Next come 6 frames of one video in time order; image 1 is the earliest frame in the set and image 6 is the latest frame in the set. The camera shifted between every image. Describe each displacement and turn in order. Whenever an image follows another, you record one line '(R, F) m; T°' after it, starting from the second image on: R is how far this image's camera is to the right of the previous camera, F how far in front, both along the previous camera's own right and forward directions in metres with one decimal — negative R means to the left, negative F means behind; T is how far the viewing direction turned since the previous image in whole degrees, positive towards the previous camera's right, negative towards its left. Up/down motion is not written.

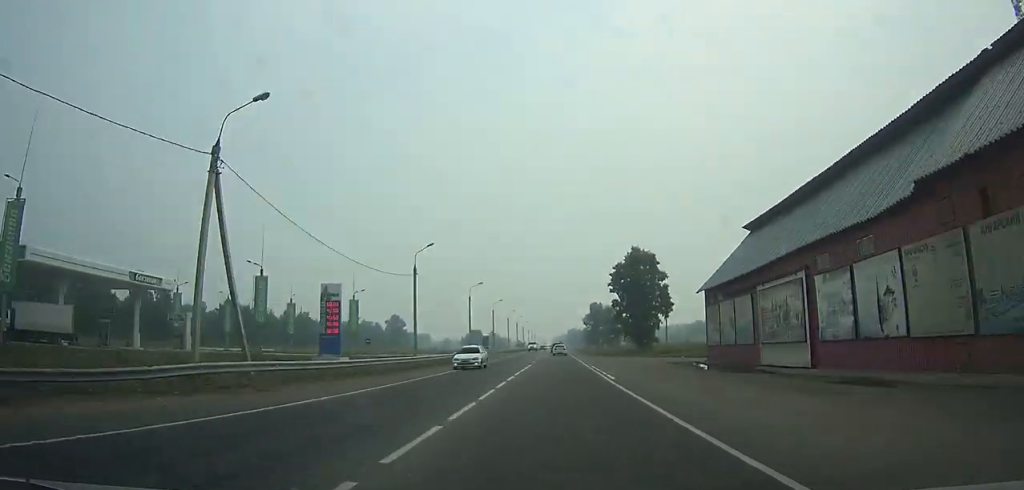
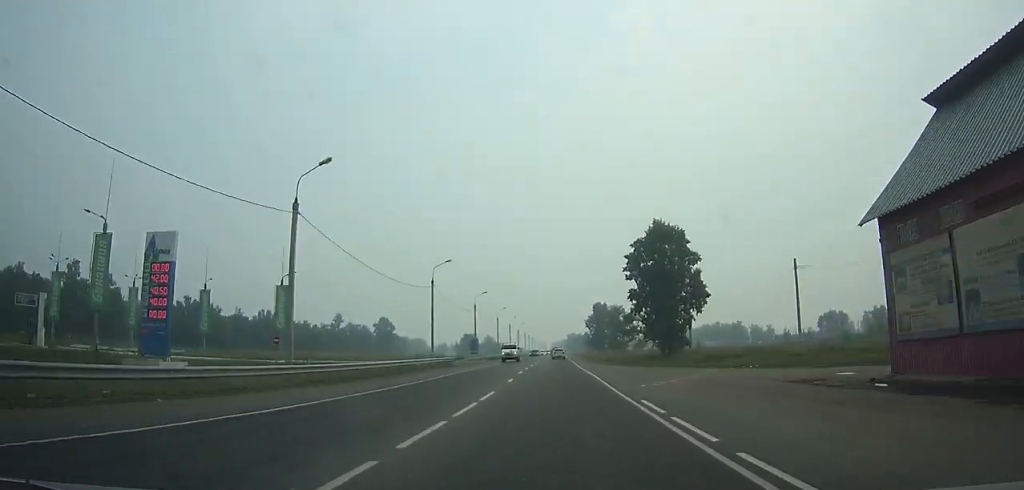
(+0.1, +23.0) m; 0°
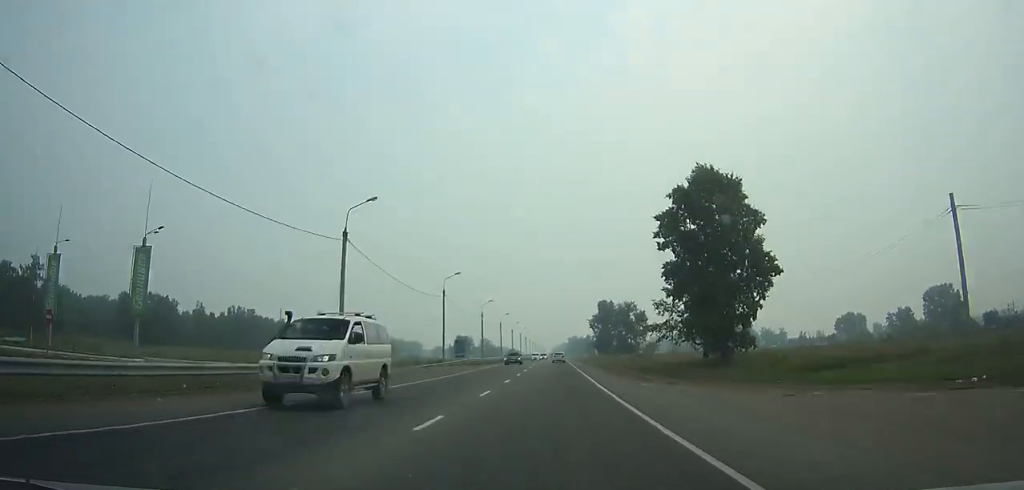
(+0.1, +23.3) m; 0°
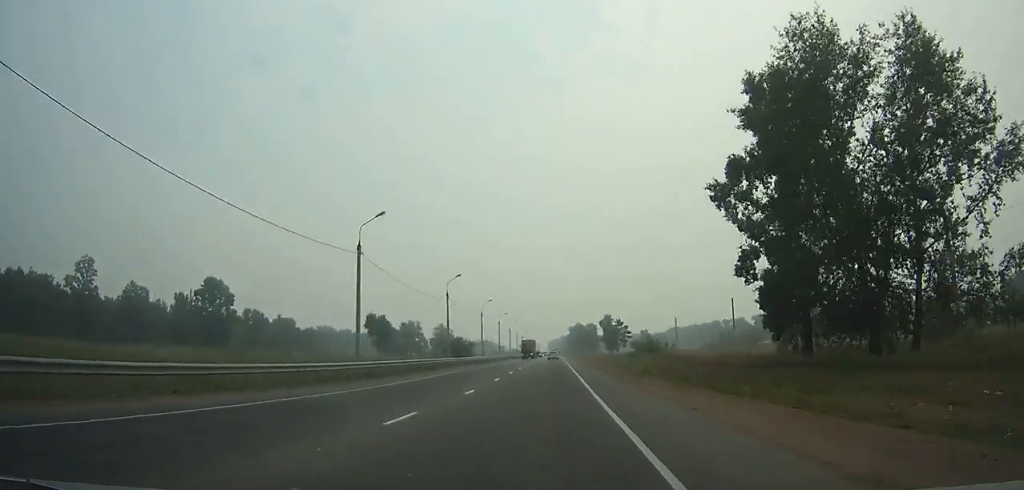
(+0.1, +145.5) m; 0°
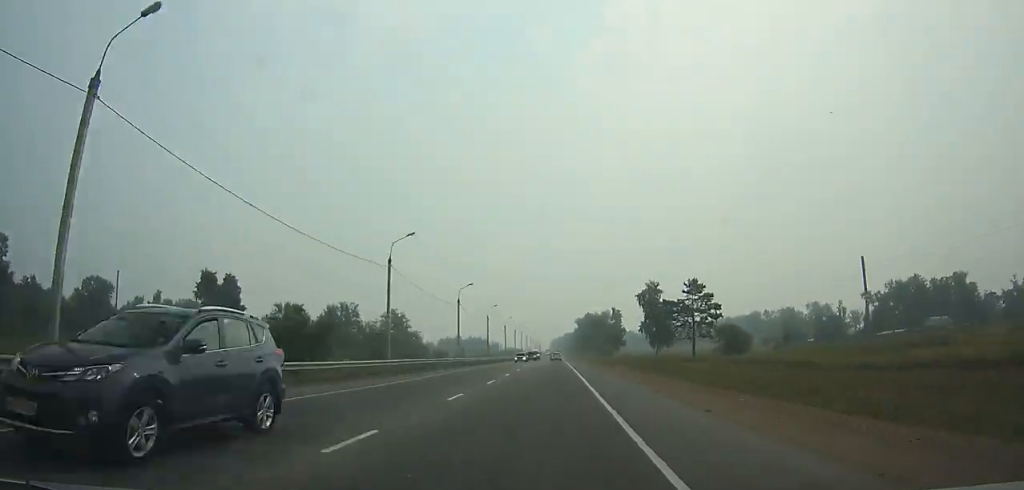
(-0.1, +83.2) m; 0°
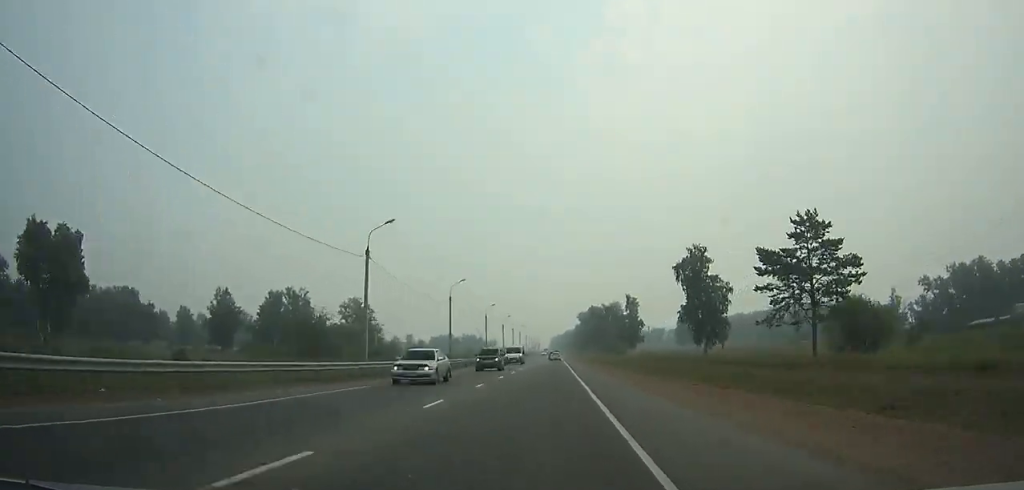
(0.0, +35.0) m; 0°
